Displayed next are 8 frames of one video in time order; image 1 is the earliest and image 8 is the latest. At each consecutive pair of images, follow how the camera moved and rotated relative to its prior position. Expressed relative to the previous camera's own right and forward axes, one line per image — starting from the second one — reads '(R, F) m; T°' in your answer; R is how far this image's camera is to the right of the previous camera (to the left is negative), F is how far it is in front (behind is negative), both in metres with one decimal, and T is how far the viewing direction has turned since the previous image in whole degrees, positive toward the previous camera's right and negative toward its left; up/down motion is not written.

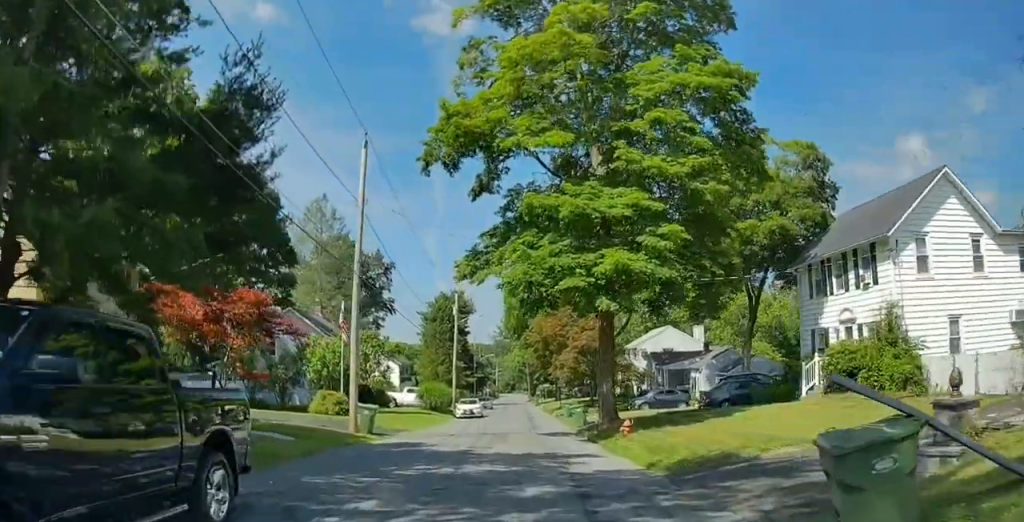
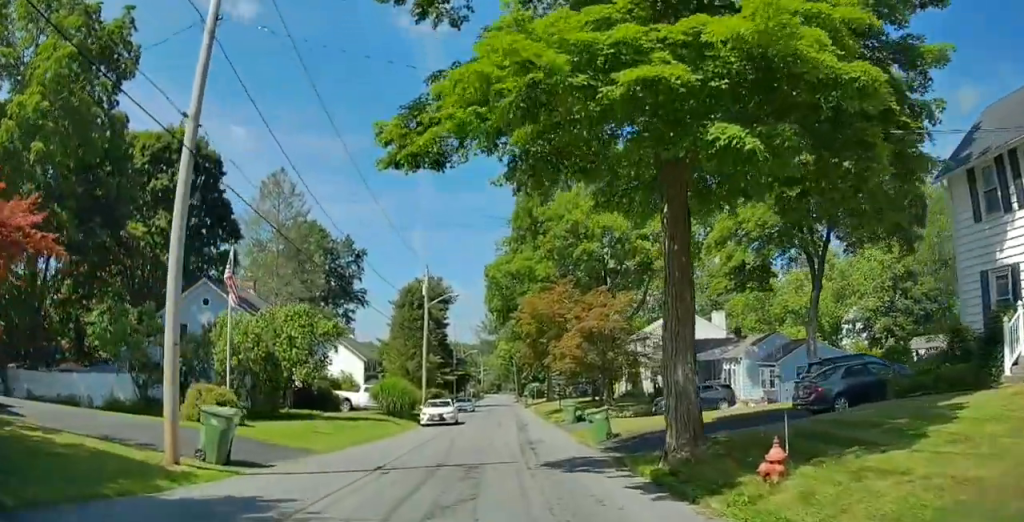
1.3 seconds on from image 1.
(+0.7, +12.0) m; +3°
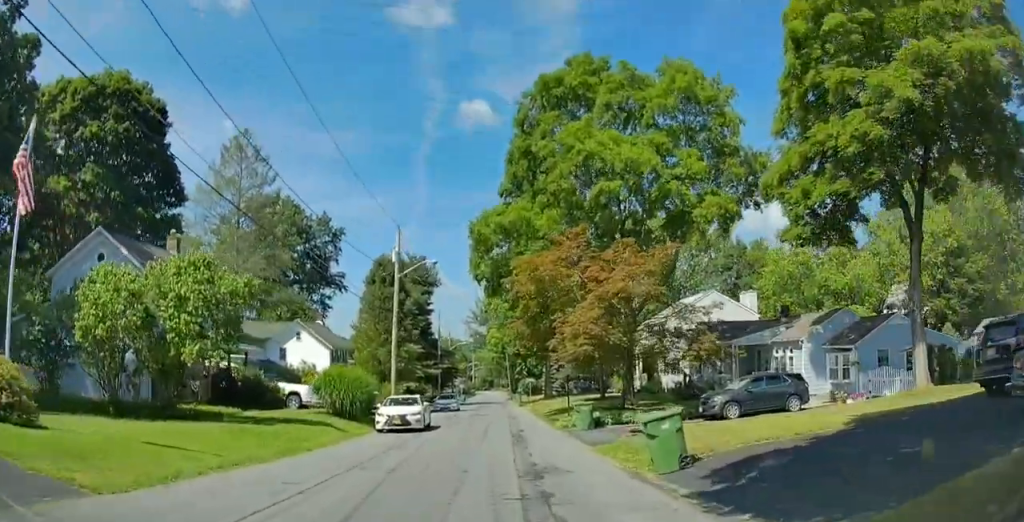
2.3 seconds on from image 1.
(-0.5, +9.9) m; -2°
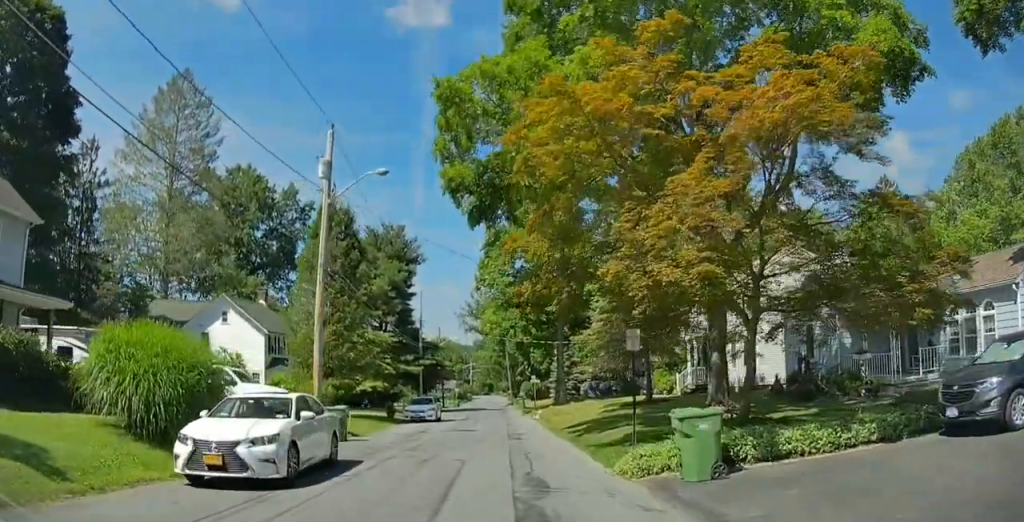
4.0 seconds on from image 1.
(-0.2, +15.8) m; +3°
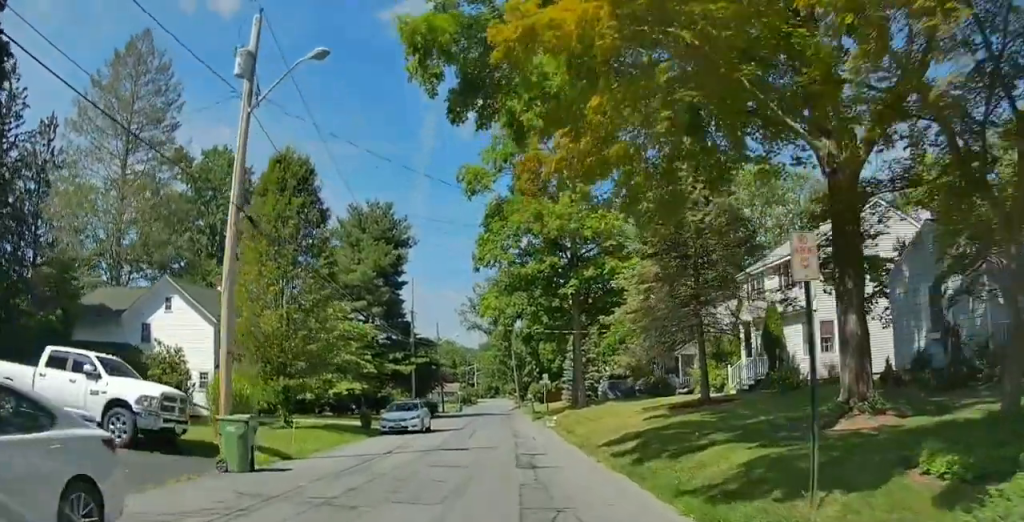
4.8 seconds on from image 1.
(+0.6, +8.3) m; -3°
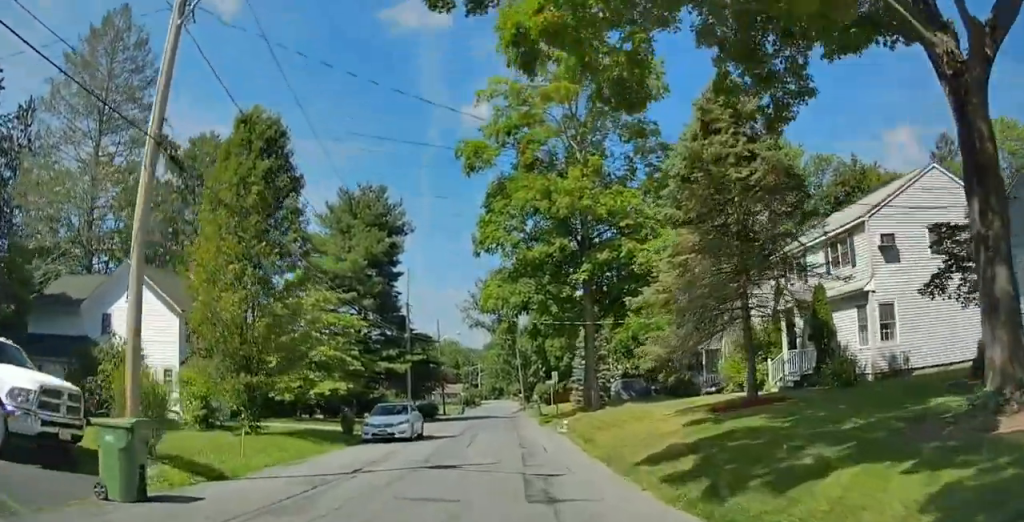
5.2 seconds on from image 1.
(+1.1, +4.0) m; -5°
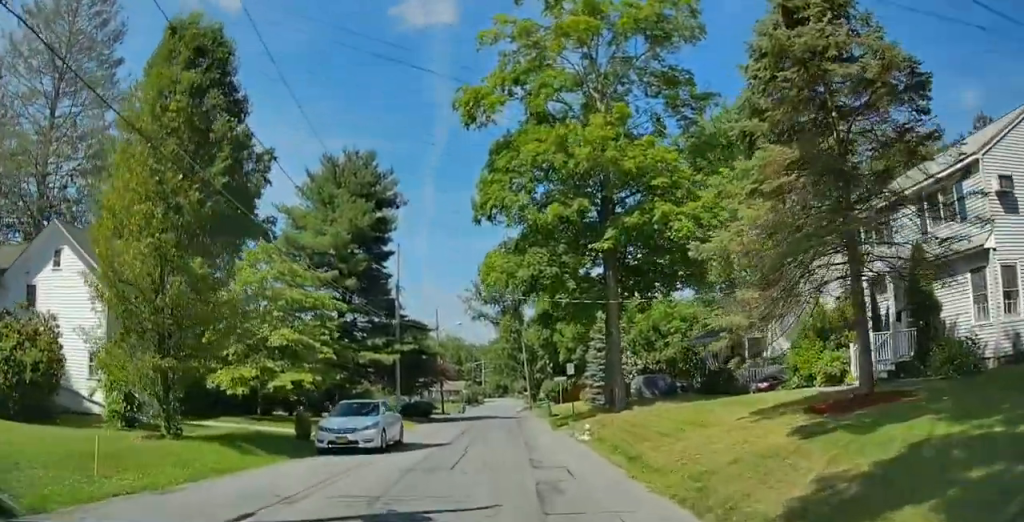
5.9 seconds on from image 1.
(-1.8, +6.4) m; -7°
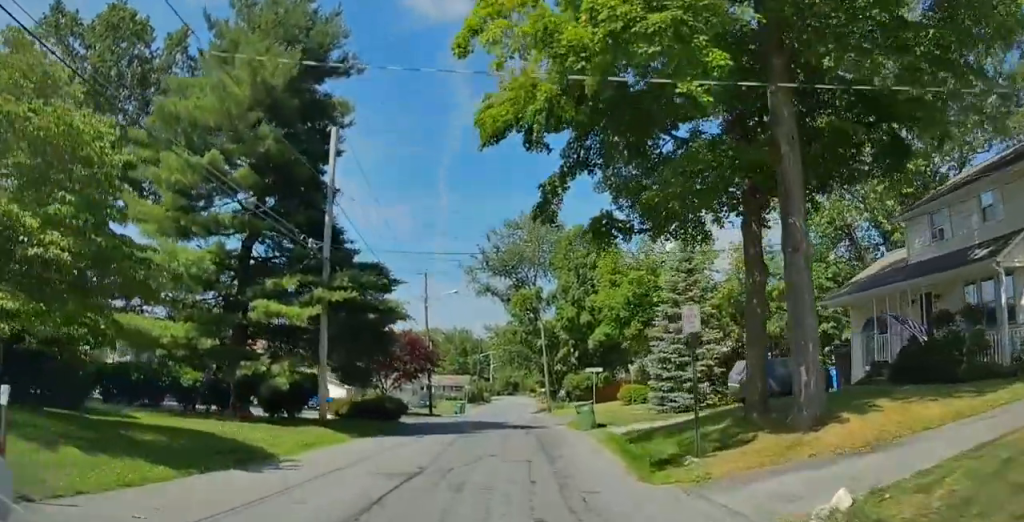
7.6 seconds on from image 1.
(0.0, +17.3) m; +5°
